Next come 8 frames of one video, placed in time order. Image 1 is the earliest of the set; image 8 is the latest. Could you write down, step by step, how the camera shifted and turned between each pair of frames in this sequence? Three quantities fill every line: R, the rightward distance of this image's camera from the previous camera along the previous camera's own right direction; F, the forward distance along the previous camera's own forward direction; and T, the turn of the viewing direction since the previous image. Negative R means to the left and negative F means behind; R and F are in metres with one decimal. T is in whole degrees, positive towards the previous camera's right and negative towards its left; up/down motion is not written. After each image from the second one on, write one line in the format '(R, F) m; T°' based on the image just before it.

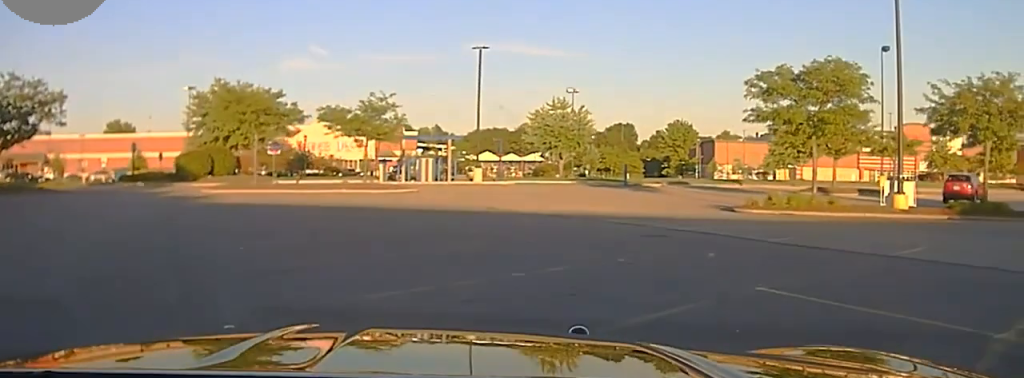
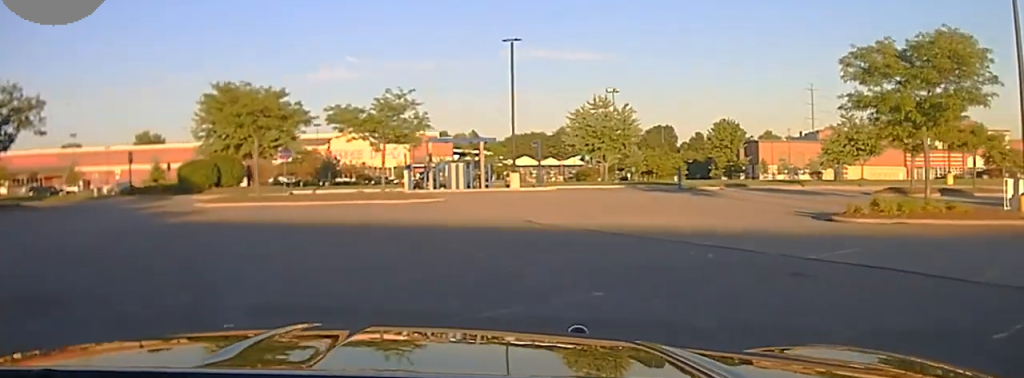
(0.0, +5.4) m; -1°
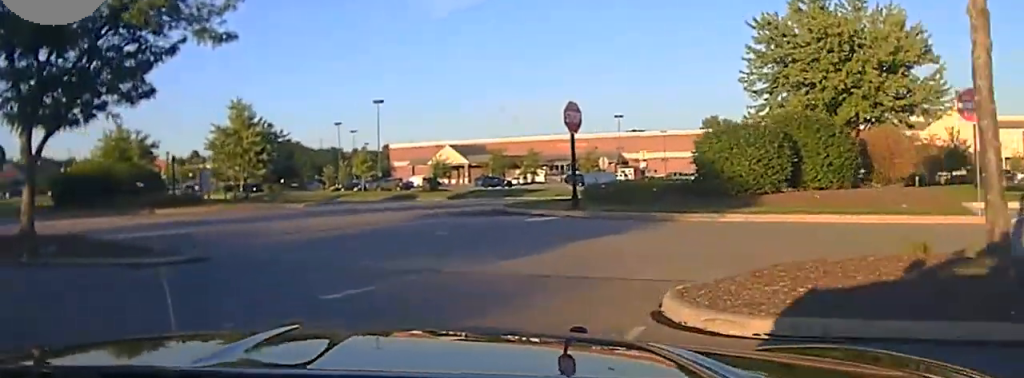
(-5.7, +33.0) m; -27°
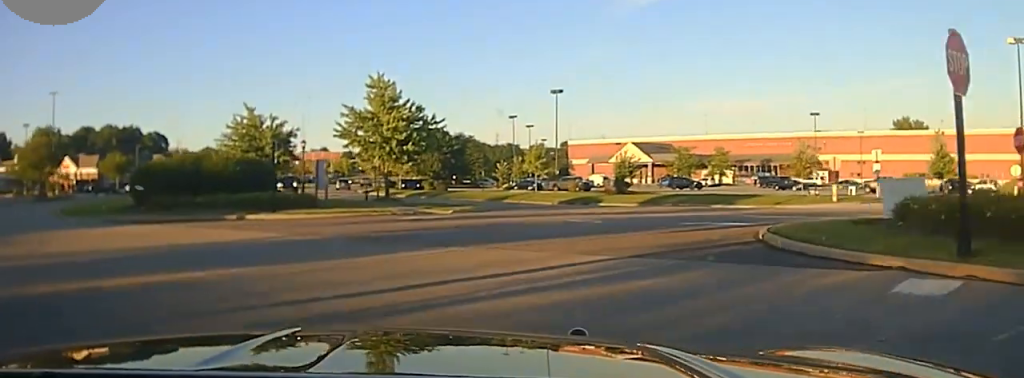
(-2.0, +10.4) m; -12°
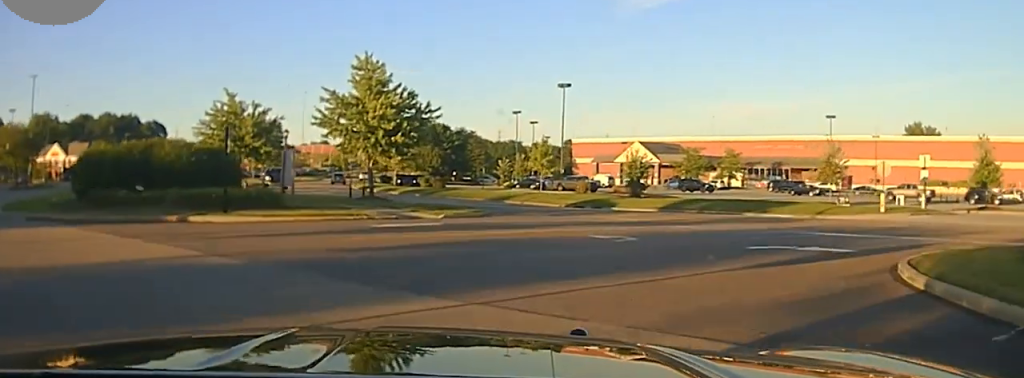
(-0.2, +5.8) m; +3°
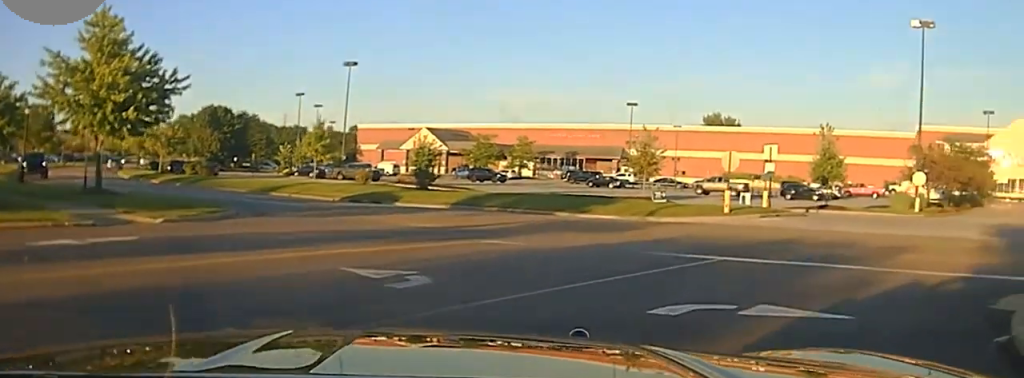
(+0.1, +8.1) m; +16°
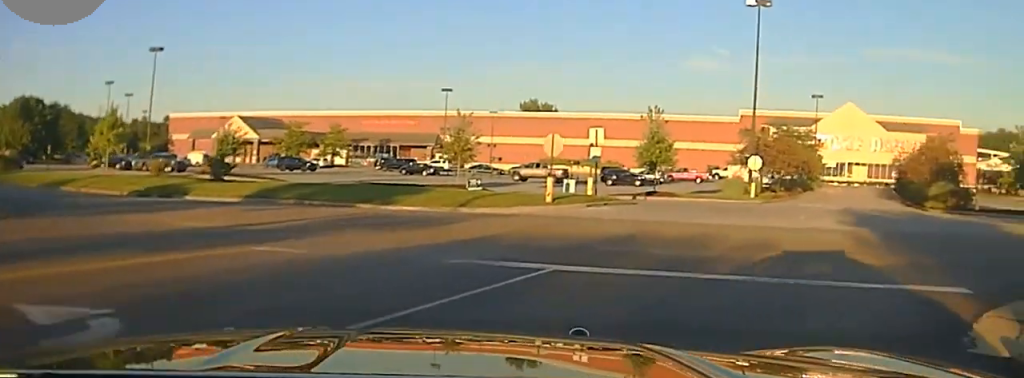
(+0.1, +3.7) m; +17°
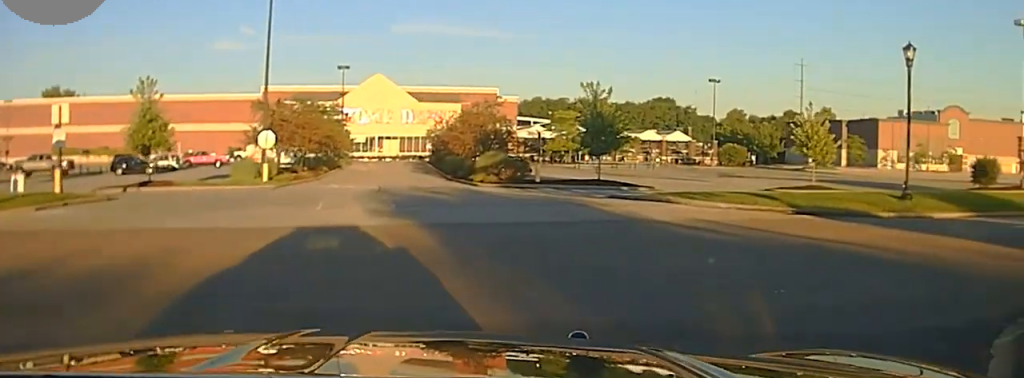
(+3.8, +6.4) m; +46°
